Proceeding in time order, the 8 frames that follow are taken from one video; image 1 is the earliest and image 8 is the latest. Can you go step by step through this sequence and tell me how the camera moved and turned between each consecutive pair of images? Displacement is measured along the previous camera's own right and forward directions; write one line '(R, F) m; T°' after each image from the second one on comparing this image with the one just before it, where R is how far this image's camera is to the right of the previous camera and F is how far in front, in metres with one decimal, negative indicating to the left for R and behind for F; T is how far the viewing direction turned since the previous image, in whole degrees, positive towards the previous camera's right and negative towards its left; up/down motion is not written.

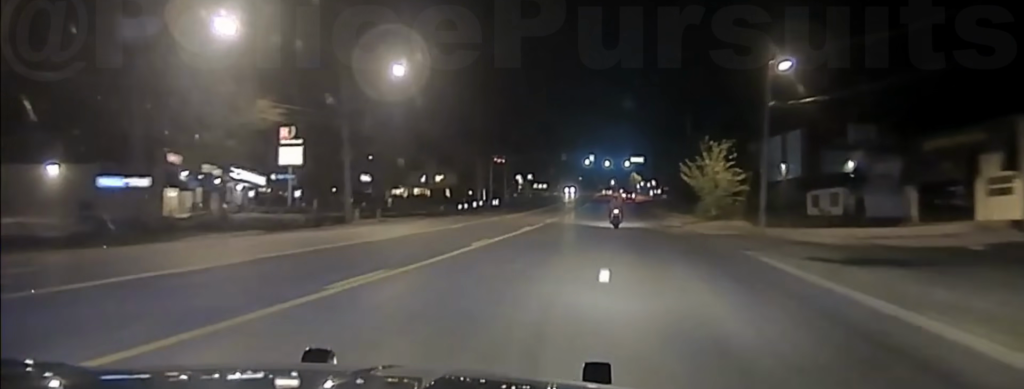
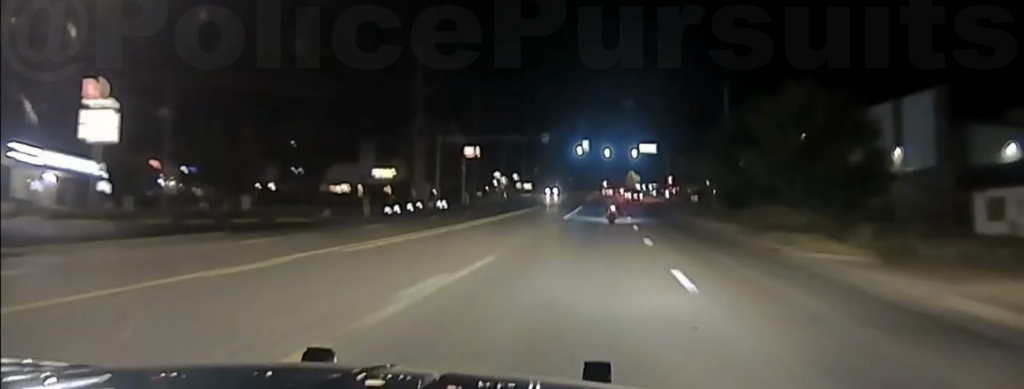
(+0.1, +36.9) m; 0°
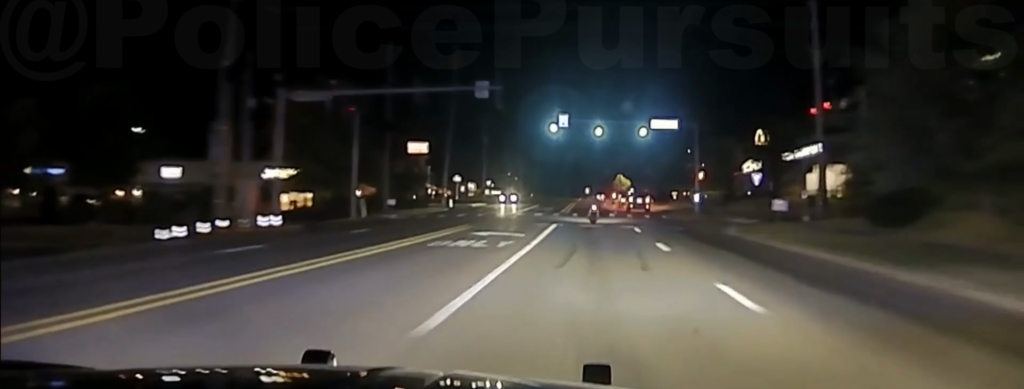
(+0.1, +34.1) m; 0°
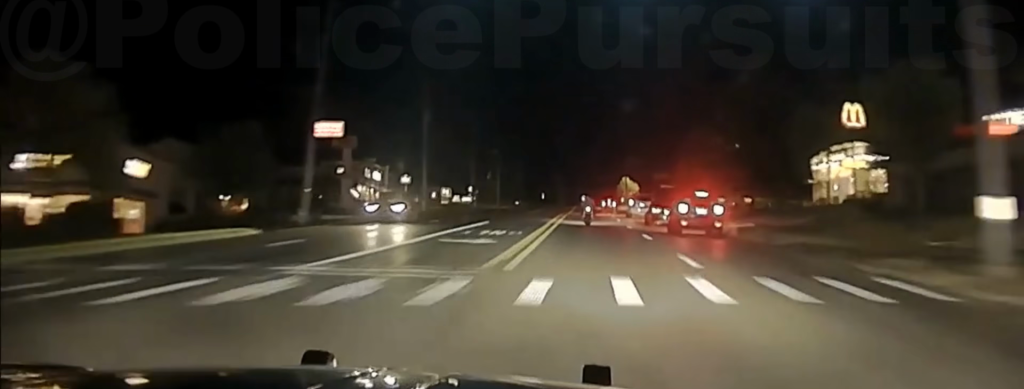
(0.0, +43.3) m; 0°
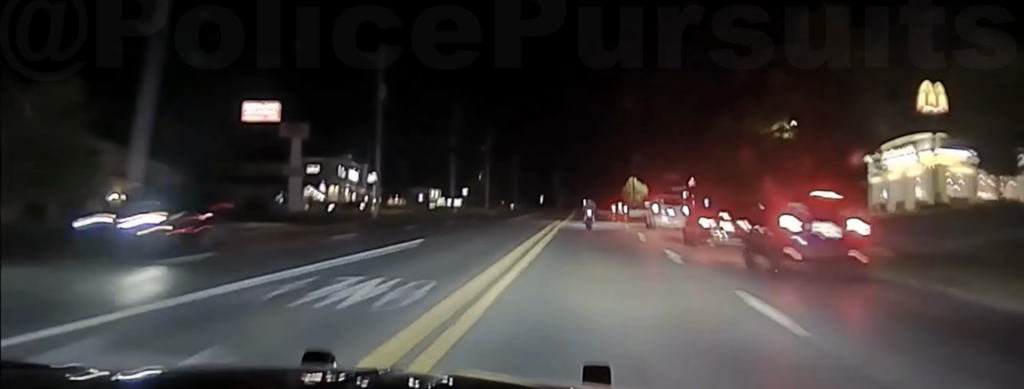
(0.0, +19.4) m; 0°
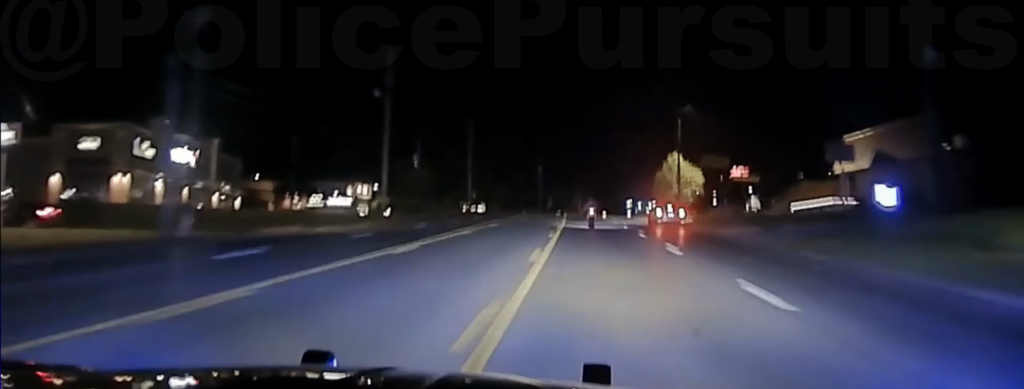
(+0.6, +74.6) m; +1°
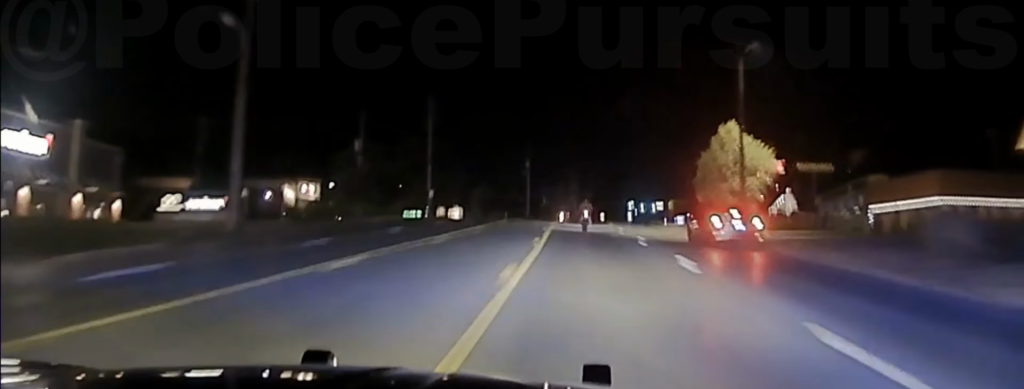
(+0.1, +34.3) m; 0°
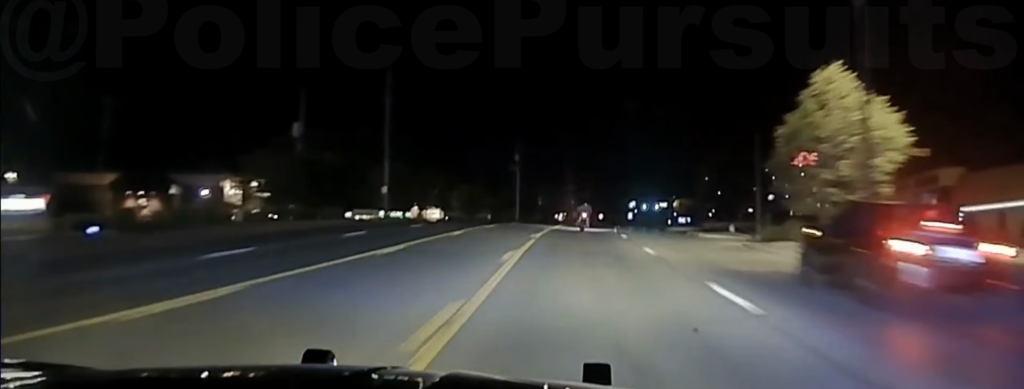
(0.0, +20.3) m; 0°
